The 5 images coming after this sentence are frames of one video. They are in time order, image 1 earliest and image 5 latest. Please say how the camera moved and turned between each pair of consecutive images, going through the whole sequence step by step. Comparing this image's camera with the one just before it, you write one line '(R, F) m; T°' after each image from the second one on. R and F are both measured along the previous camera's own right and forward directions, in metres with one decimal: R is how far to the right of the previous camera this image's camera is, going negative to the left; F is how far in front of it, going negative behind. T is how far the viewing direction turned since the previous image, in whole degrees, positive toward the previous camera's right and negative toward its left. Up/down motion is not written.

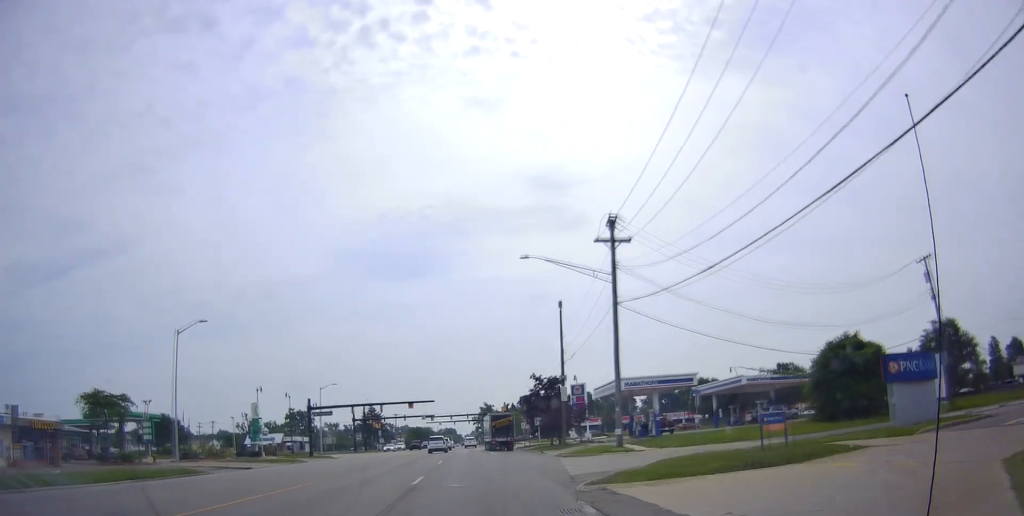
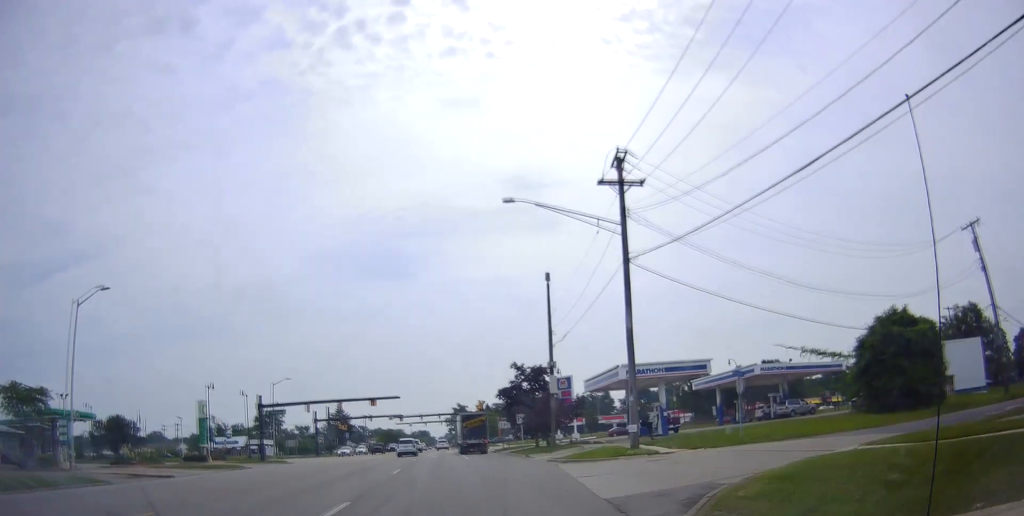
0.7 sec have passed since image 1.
(+0.2, +10.5) m; +1°
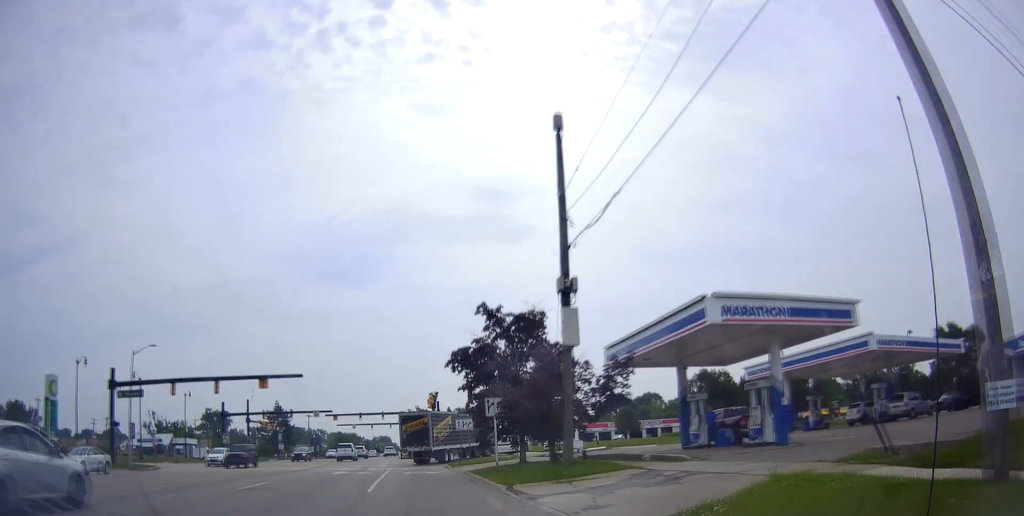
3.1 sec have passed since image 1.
(+0.5, +29.7) m; +4°
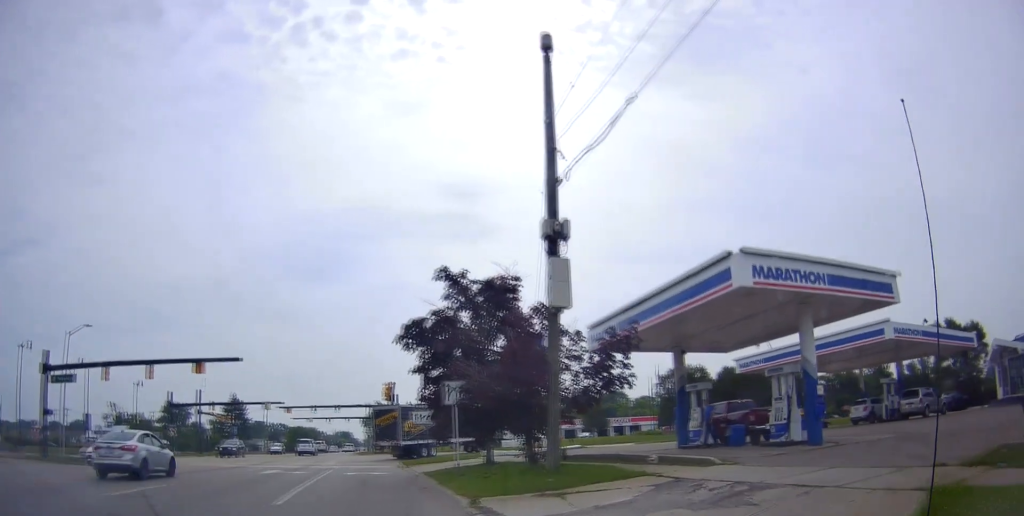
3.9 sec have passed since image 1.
(+0.5, +7.8) m; +4°
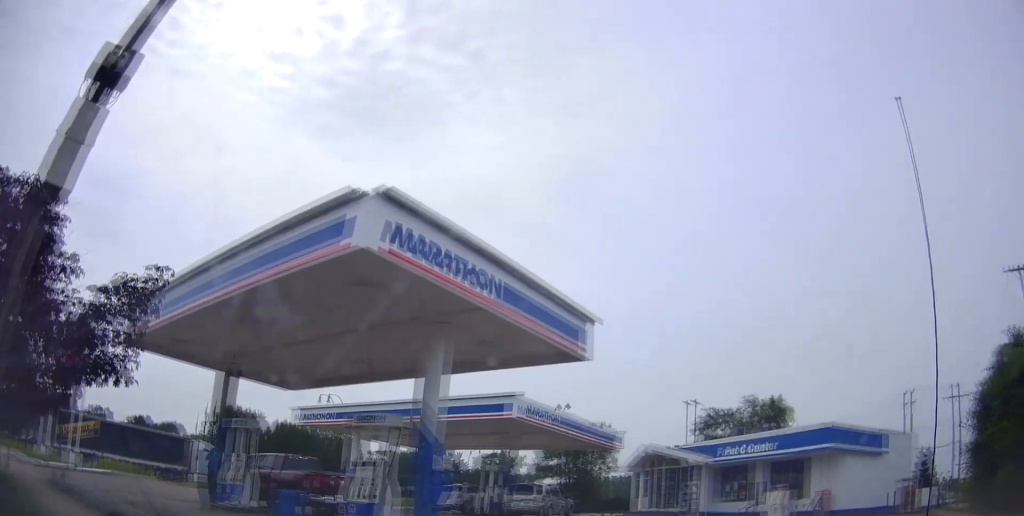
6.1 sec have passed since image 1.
(+0.2, +12.9) m; +17°
